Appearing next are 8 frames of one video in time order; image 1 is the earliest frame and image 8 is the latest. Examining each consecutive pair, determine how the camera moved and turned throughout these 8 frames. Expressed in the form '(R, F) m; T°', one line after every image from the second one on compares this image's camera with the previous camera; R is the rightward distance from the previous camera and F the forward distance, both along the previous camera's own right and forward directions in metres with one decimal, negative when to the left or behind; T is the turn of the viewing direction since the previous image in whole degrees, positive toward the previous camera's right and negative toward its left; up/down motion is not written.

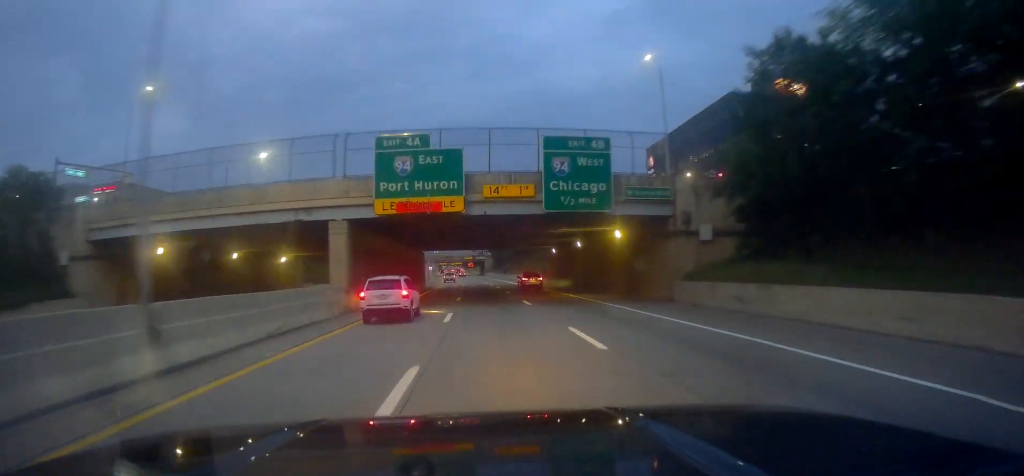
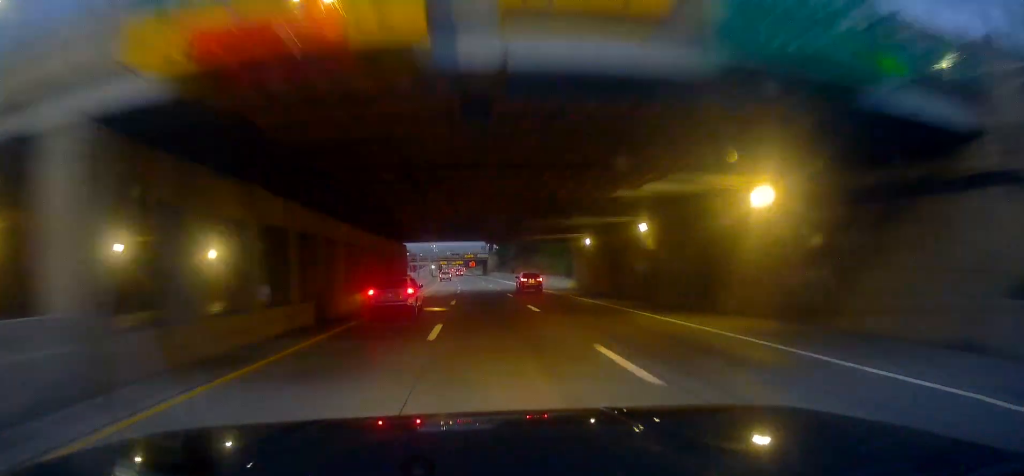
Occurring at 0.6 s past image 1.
(+0.1, +20.9) m; -1°
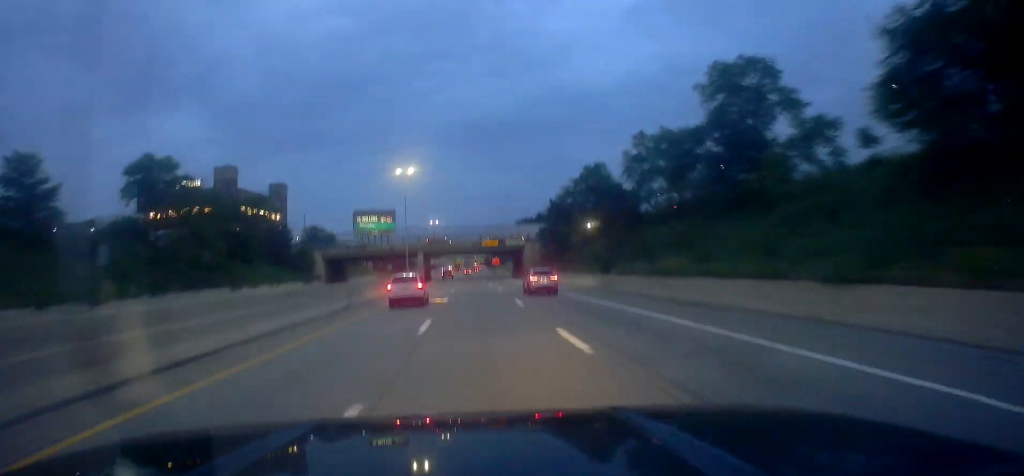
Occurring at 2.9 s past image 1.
(-1.0, +73.5) m; -1°
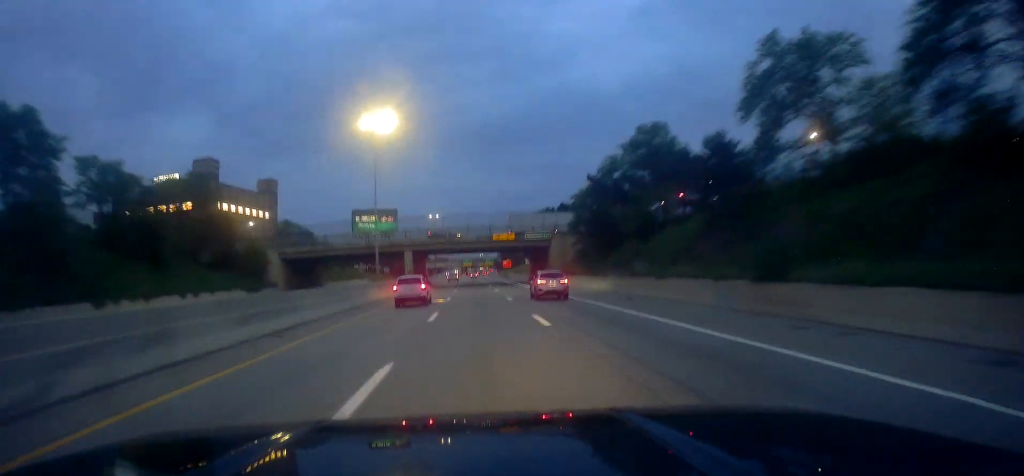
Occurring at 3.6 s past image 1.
(-0.5, +25.2) m; 0°
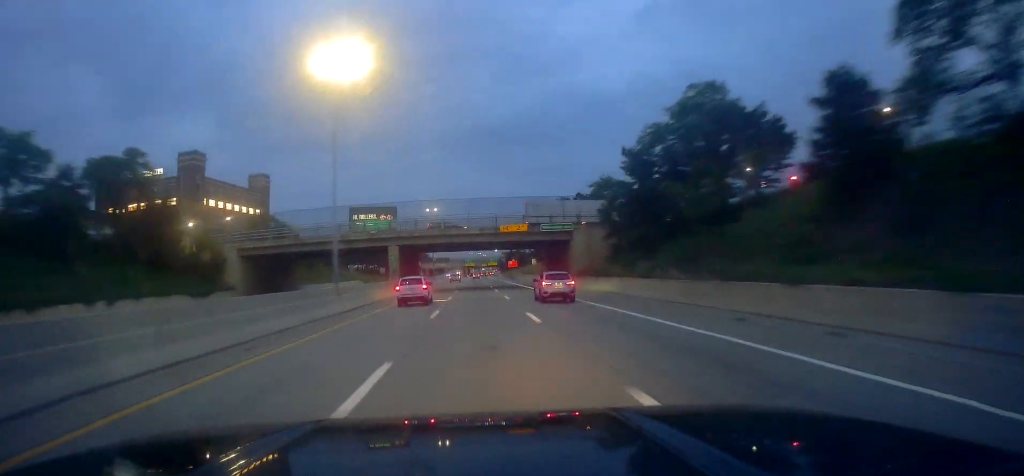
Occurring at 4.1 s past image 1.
(0.0, +14.2) m; 0°
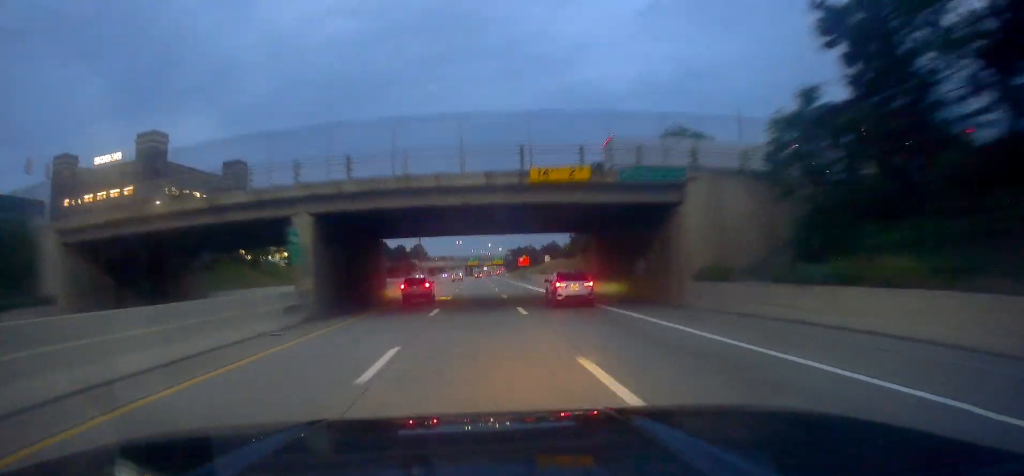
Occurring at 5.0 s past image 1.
(+0.2, +29.5) m; 0°
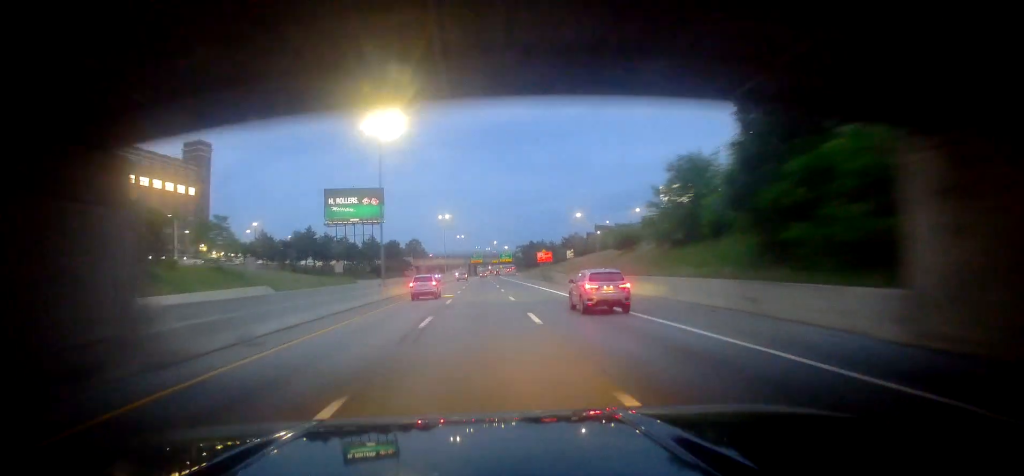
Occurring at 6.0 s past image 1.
(-0.5, +34.7) m; -2°
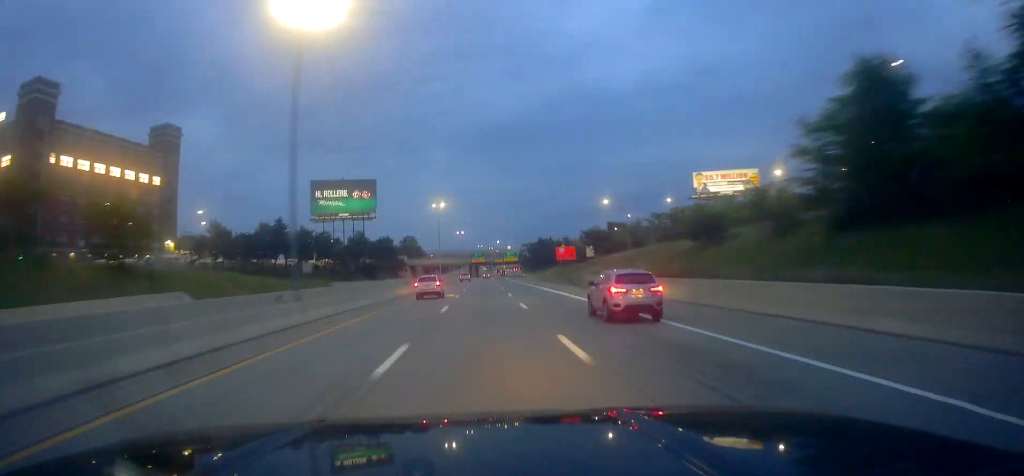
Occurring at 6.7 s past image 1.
(-0.3, +22.7) m; -1°
